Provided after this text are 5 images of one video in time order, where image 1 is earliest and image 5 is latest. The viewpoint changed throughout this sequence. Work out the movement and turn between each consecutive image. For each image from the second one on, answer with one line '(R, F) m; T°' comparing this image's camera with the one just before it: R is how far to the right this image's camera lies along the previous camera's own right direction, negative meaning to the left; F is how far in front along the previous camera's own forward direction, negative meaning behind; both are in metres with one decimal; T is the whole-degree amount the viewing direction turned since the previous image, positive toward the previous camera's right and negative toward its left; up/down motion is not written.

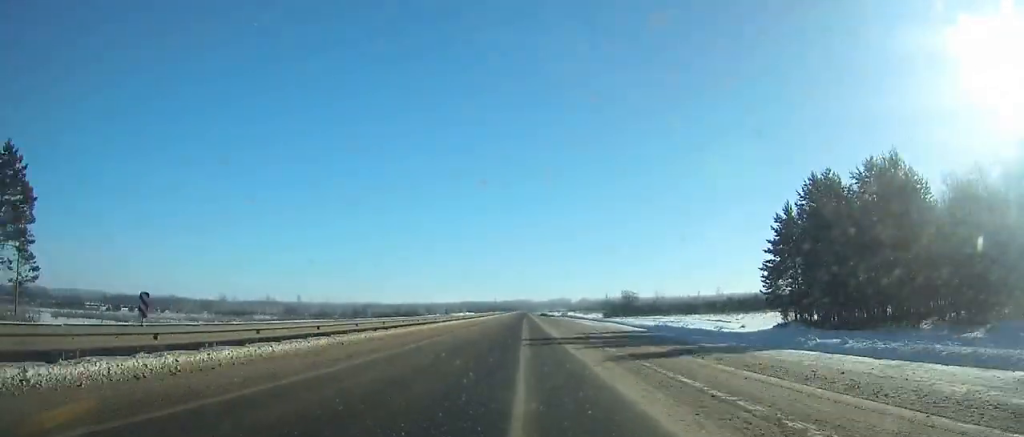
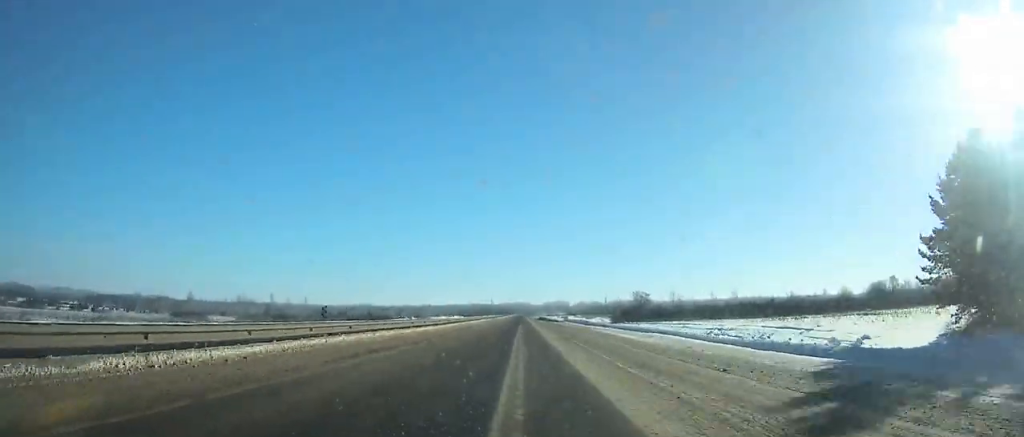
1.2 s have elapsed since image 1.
(0.0, +28.1) m; 0°
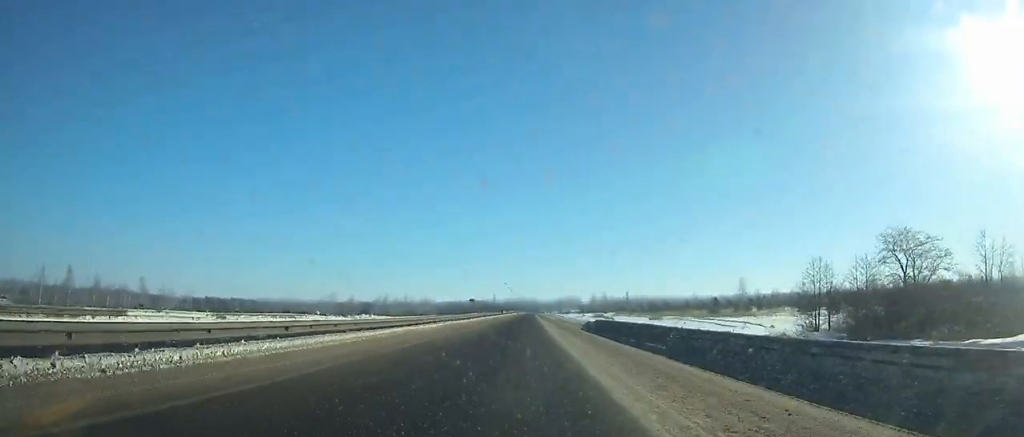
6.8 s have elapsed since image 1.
(+0.1, +129.7) m; 0°
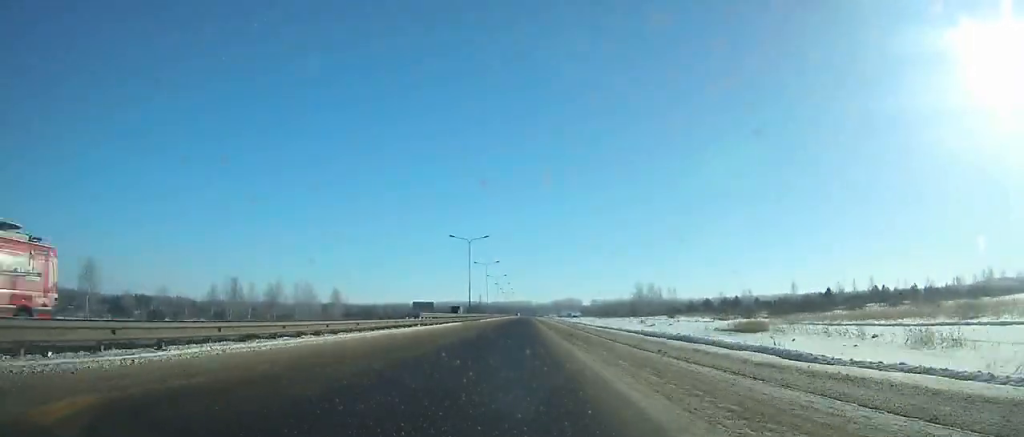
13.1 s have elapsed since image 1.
(+0.3, +145.6) m; 0°
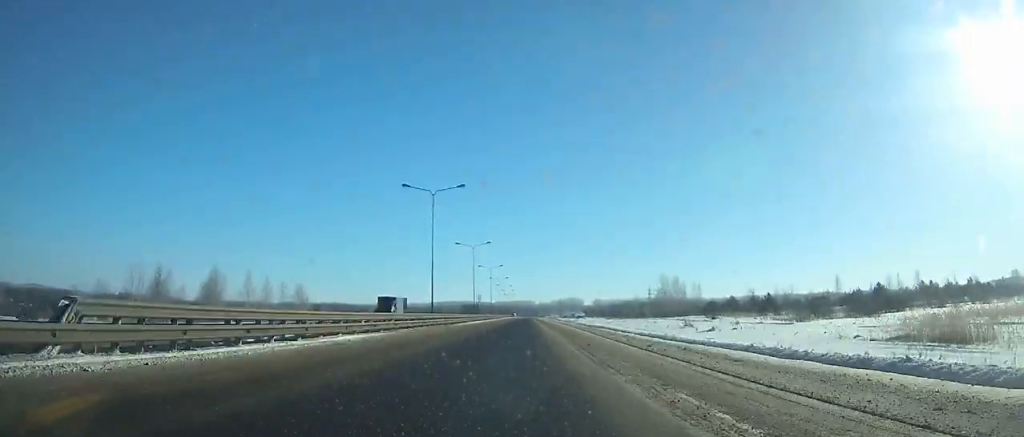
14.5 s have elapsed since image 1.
(0.0, +32.6) m; 0°
